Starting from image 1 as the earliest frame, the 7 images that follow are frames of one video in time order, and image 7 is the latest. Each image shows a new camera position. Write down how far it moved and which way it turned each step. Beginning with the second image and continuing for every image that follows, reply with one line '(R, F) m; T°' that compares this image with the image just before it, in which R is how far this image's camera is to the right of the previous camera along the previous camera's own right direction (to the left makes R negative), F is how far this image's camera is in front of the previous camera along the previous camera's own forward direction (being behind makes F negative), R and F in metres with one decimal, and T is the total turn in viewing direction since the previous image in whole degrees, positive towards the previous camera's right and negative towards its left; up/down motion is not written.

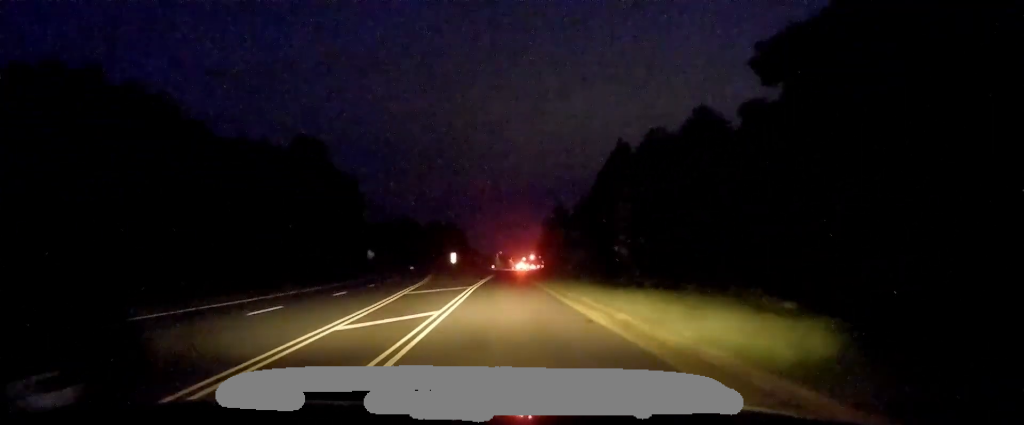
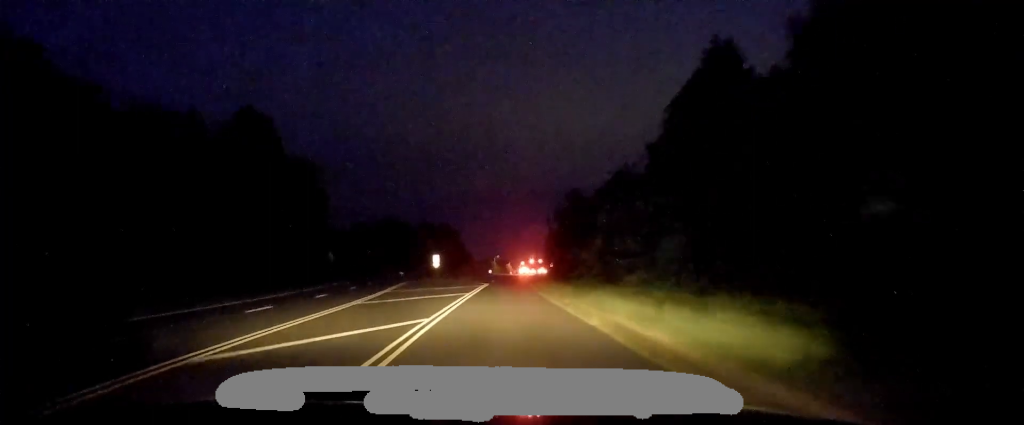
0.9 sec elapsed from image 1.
(0.0, +19.8) m; 0°
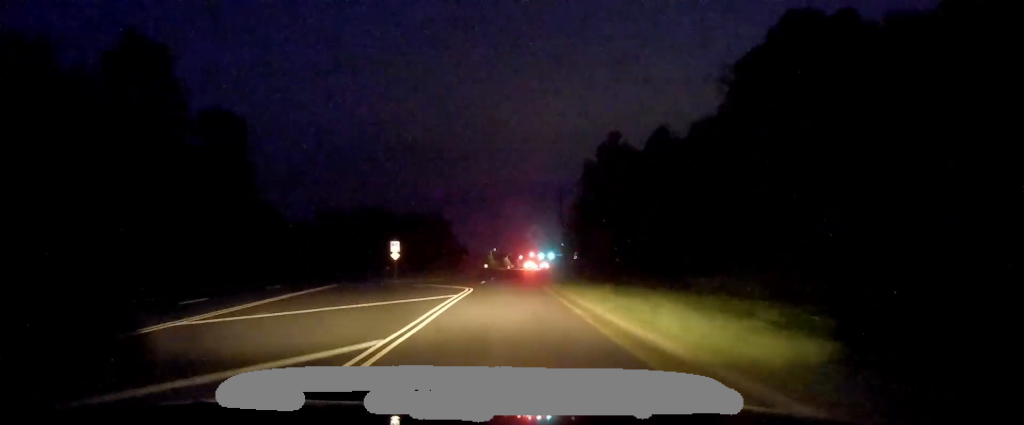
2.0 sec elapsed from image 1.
(-0.1, +24.9) m; 0°
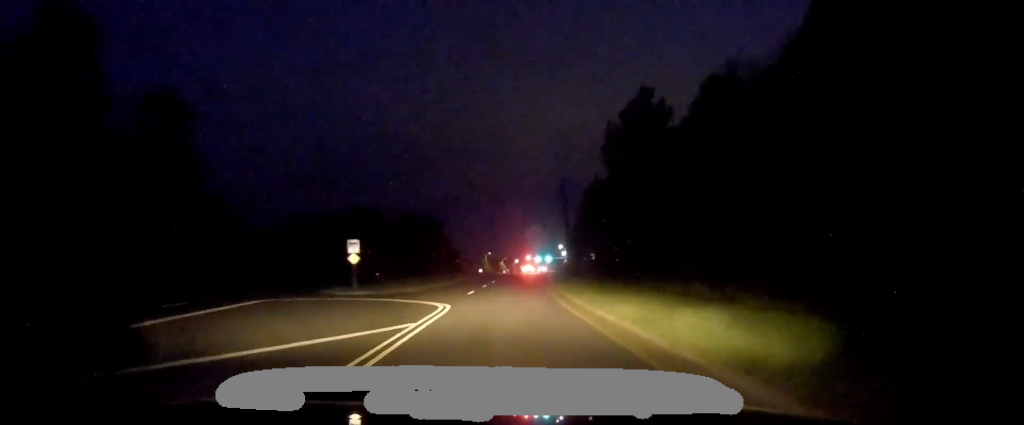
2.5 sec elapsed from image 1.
(0.0, +11.2) m; 0°
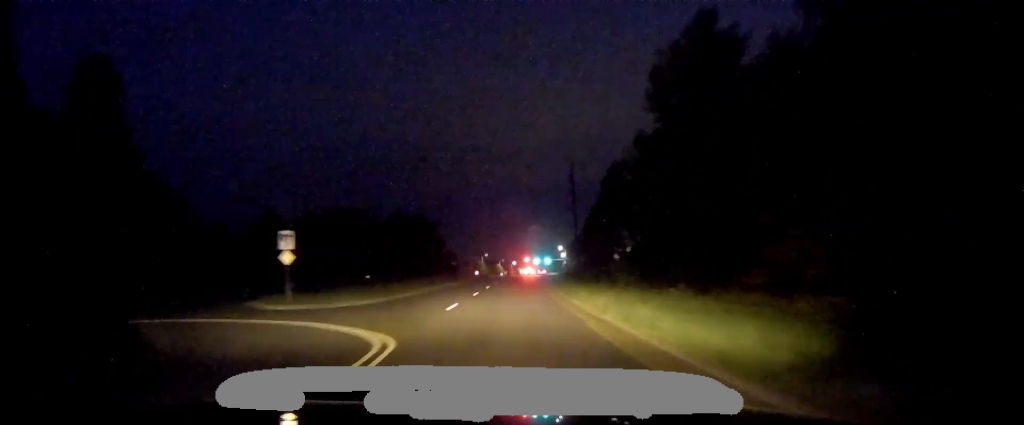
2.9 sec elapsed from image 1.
(0.0, +10.2) m; 0°
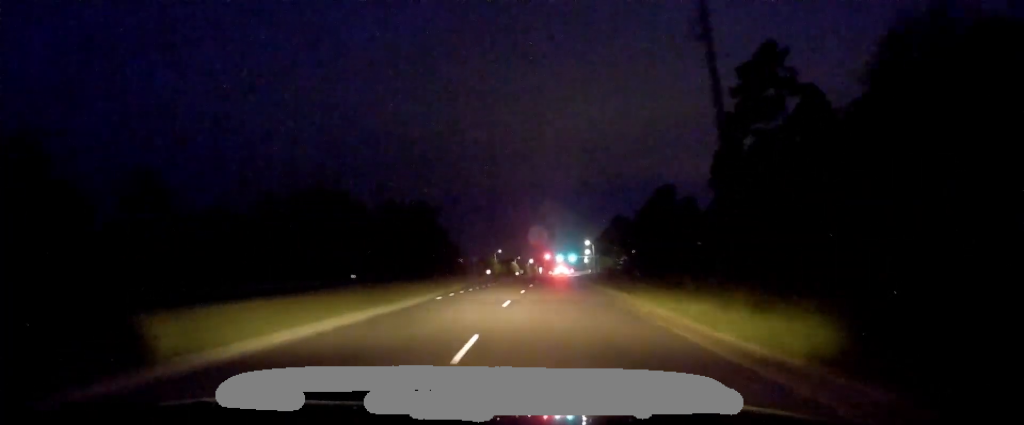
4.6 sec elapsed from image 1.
(0.0, +36.6) m; 0°
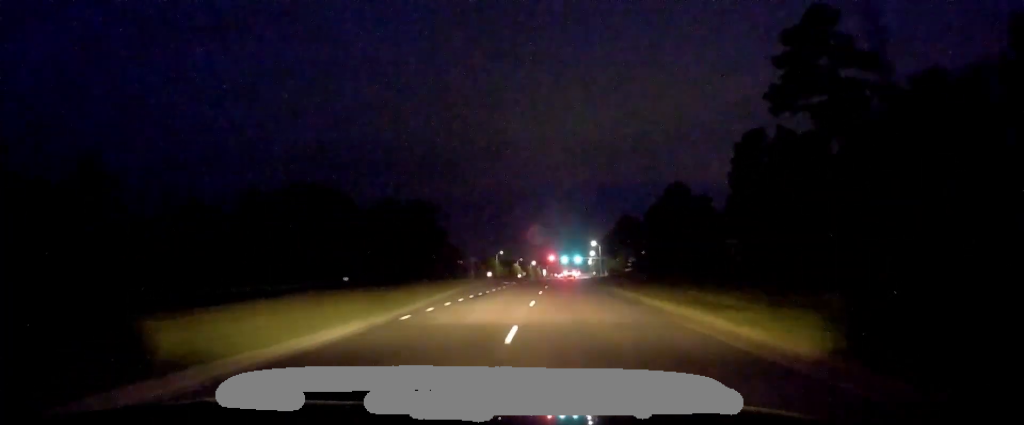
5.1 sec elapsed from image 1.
(0.0, +9.8) m; 0°
